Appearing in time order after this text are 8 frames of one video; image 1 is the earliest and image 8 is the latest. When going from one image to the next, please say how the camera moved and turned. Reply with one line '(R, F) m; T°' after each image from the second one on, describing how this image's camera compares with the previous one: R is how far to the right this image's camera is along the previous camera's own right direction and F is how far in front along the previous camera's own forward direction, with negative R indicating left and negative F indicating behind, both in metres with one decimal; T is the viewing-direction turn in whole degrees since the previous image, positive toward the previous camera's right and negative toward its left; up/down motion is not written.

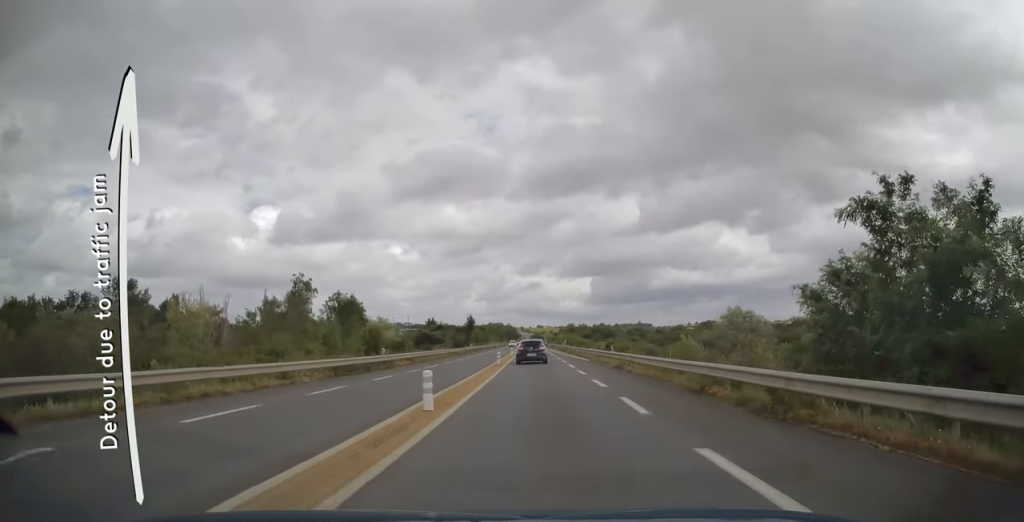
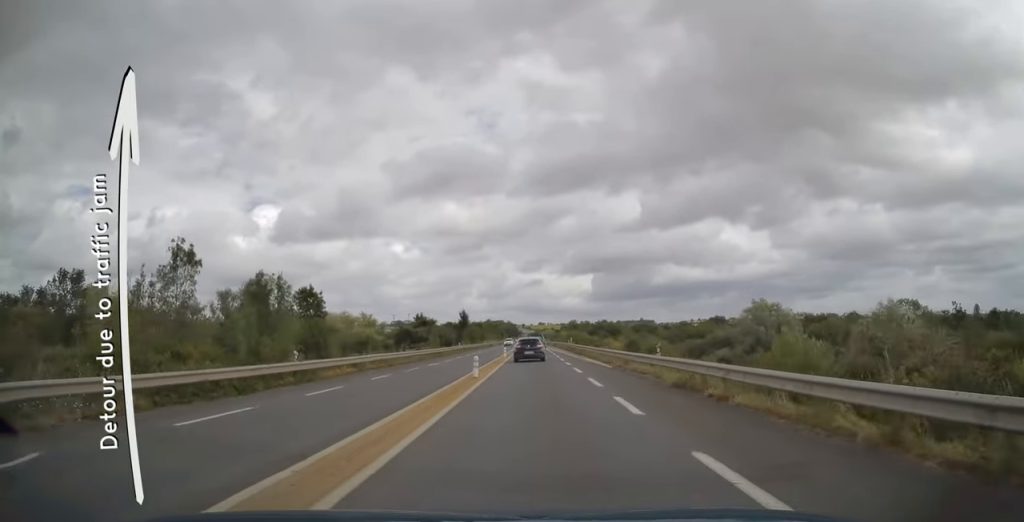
(-0.1, +13.1) m; 0°
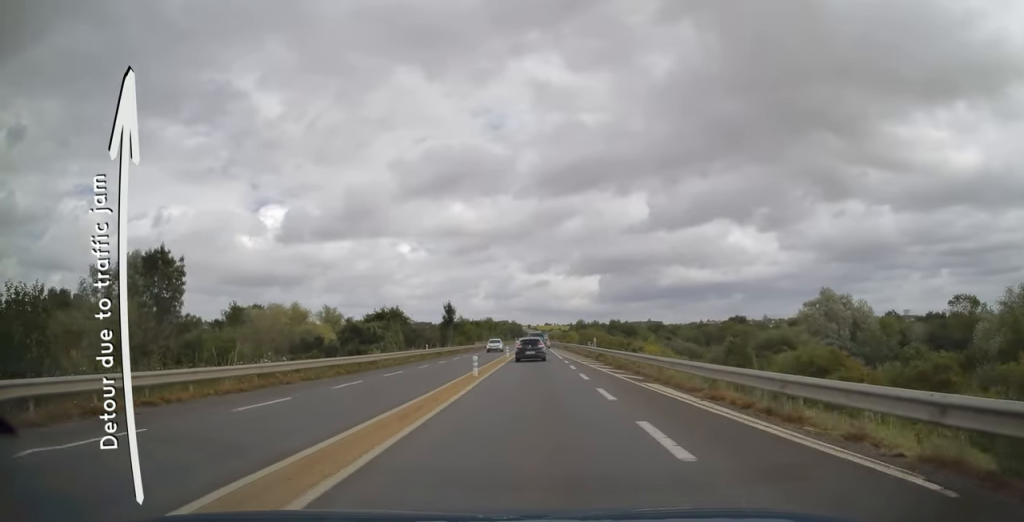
(0.0, +23.5) m; 0°
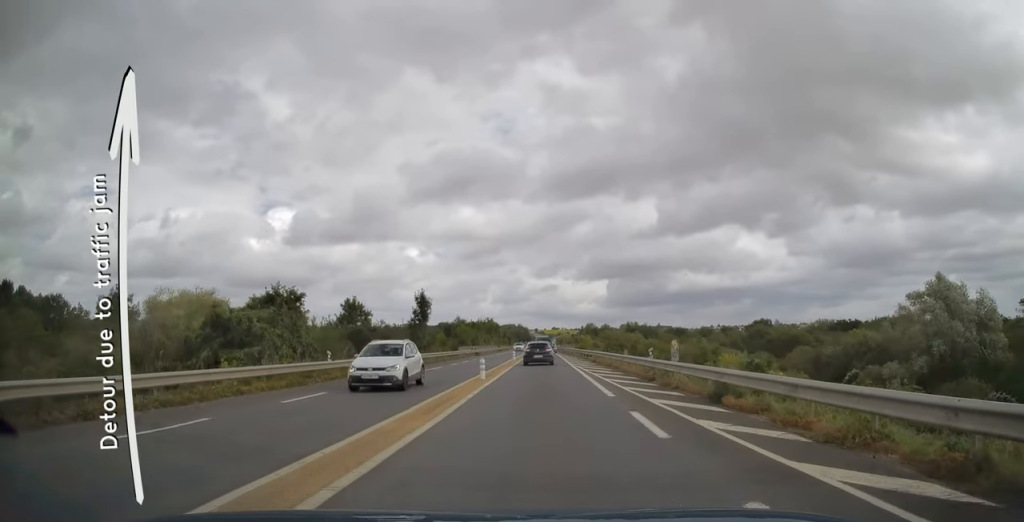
(-0.1, +24.2) m; 0°
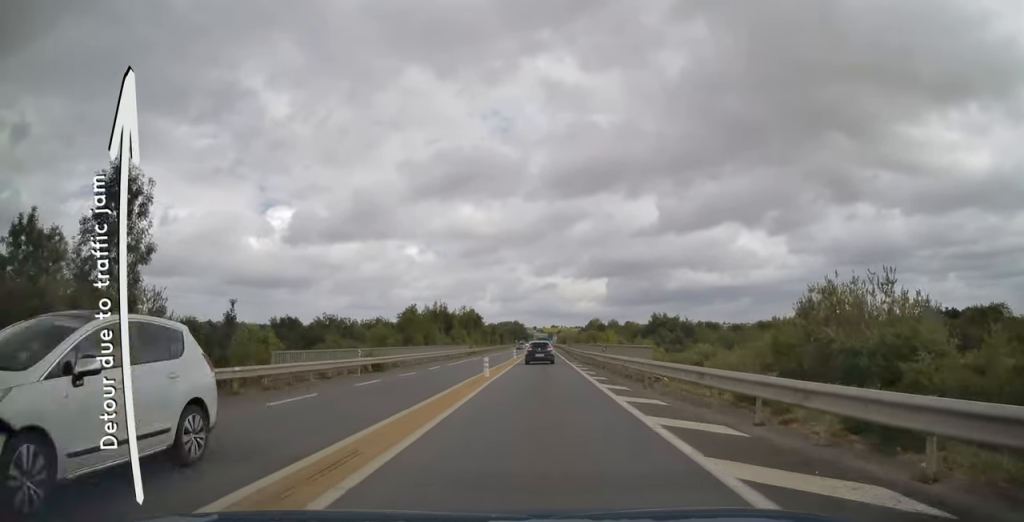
(-0.1, +46.6) m; -1°
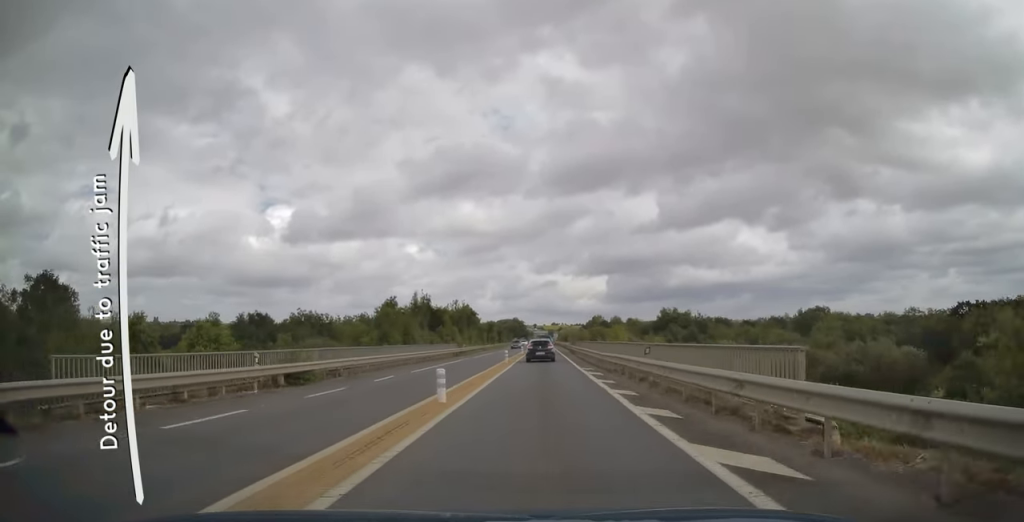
(-0.2, +10.9) m; 0°
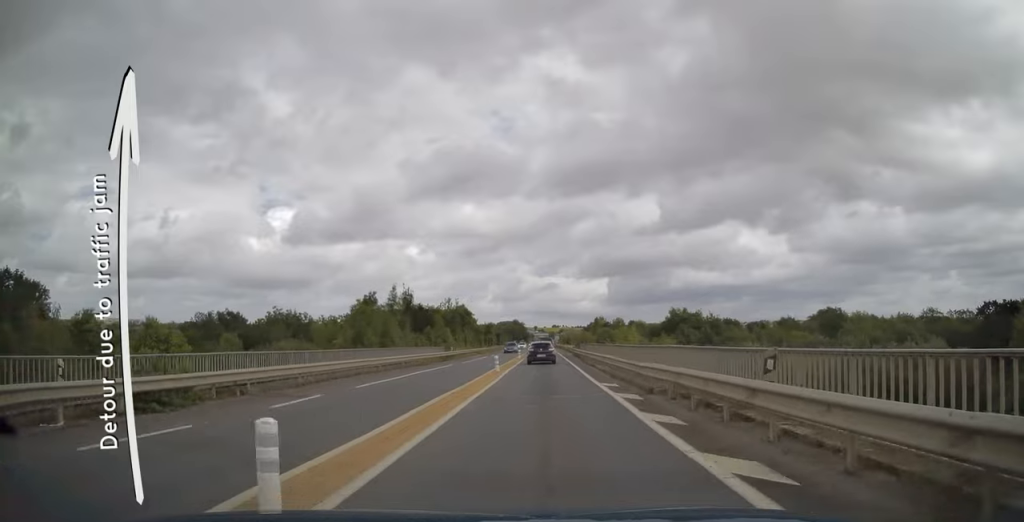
(-0.1, +8.7) m; 0°
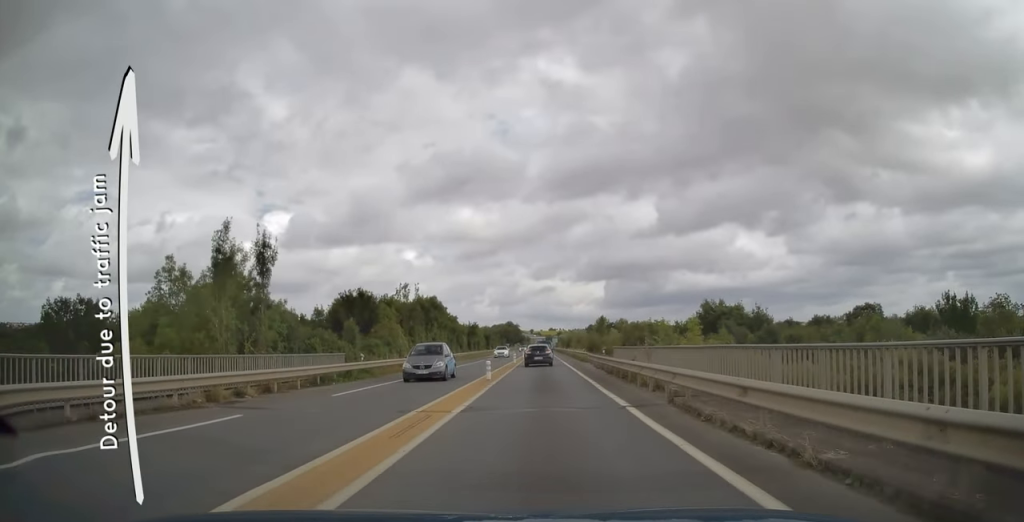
(+0.4, +27.9) m; +1°
